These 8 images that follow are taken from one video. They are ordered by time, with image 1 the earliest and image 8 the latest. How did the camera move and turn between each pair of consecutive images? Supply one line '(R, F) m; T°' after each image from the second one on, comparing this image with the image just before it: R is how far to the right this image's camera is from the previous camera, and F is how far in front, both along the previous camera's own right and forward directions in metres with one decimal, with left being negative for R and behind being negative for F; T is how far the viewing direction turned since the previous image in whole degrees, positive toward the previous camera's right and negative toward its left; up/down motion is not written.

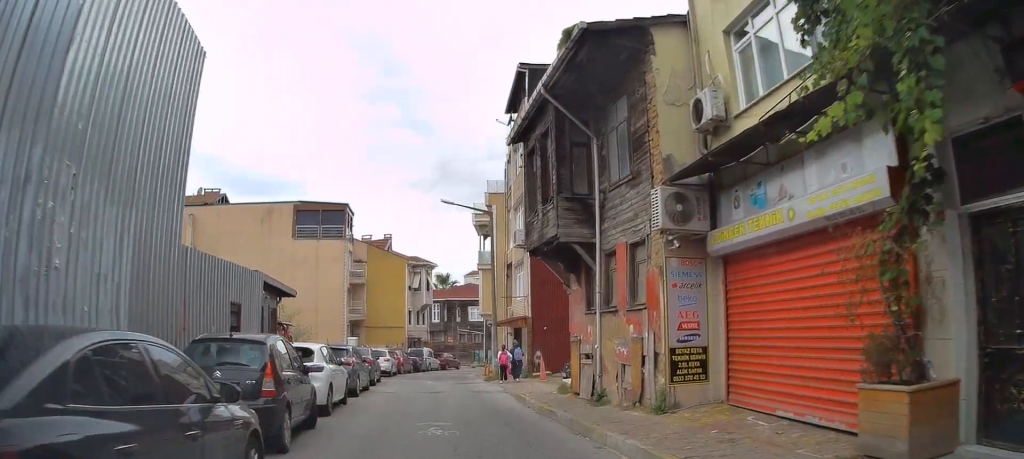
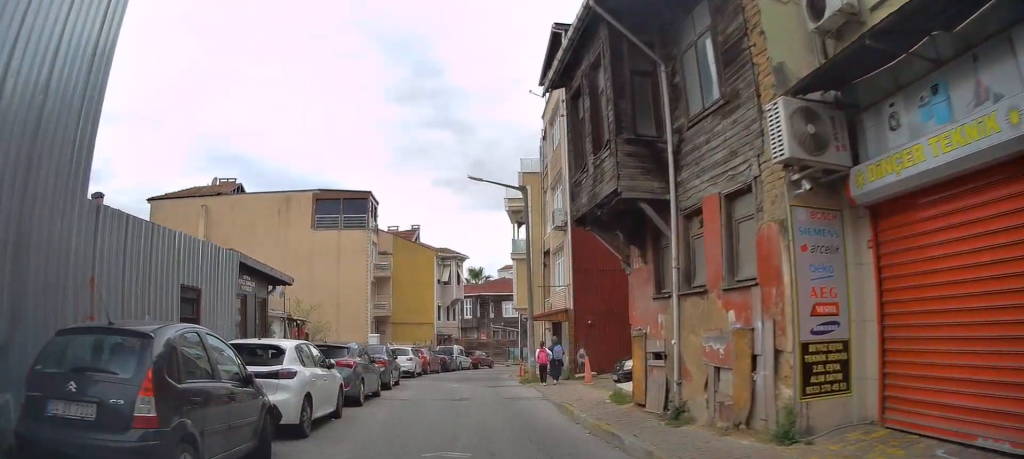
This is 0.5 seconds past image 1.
(+0.1, +3.3) m; +1°
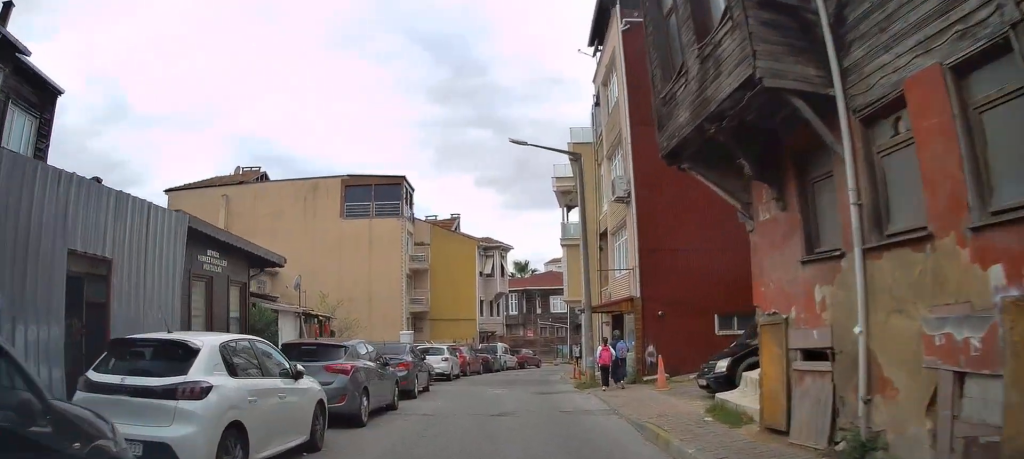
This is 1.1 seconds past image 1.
(0.0, +3.7) m; 0°
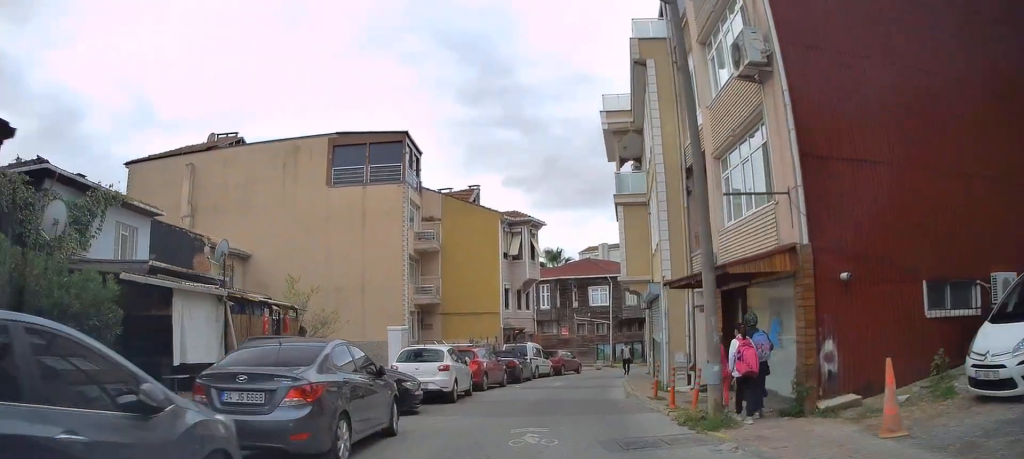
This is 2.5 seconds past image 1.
(0.0, +8.7) m; -3°
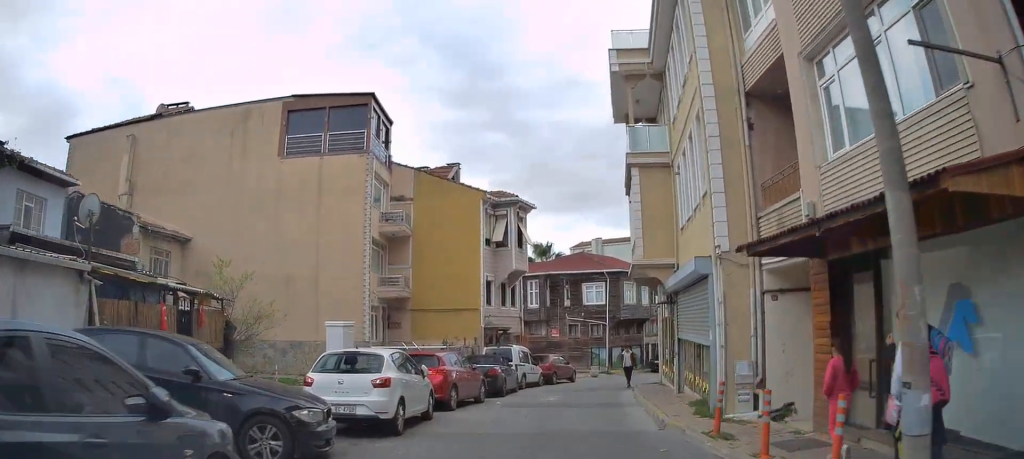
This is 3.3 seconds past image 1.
(-0.4, +5.2) m; 0°
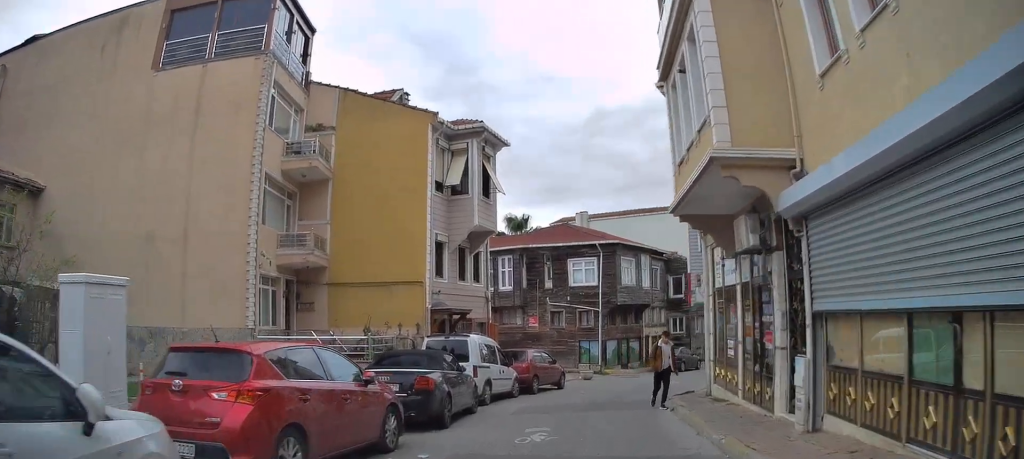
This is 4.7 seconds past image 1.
(+0.3, +8.8) m; +1°
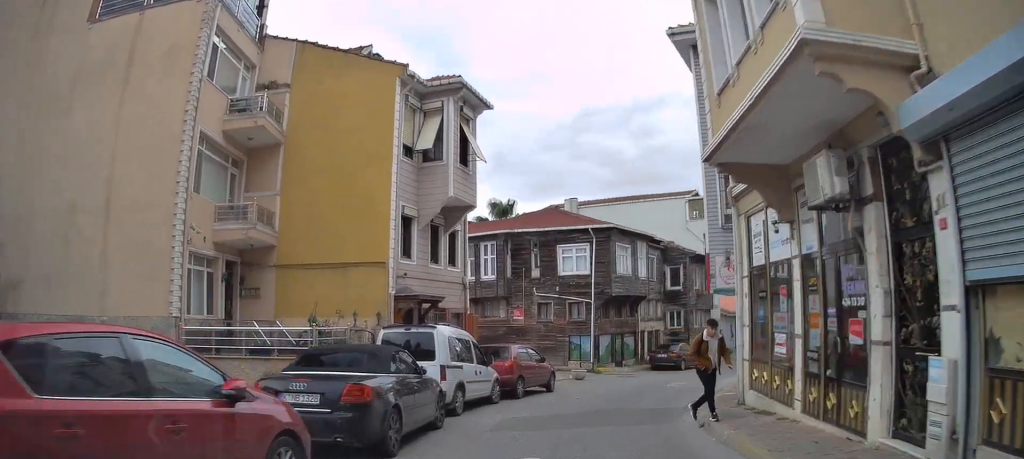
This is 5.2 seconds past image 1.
(-0.2, +3.2) m; +1°
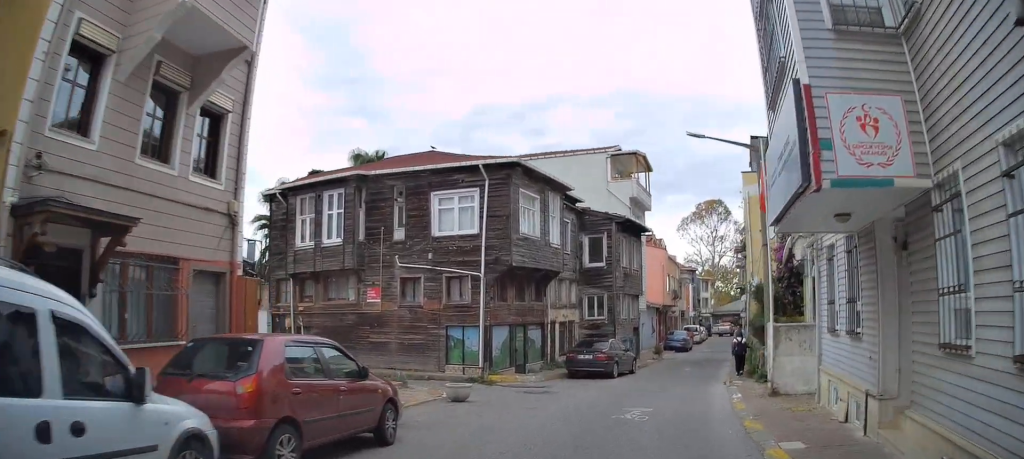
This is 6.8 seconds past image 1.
(+1.4, +9.4) m; +15°
